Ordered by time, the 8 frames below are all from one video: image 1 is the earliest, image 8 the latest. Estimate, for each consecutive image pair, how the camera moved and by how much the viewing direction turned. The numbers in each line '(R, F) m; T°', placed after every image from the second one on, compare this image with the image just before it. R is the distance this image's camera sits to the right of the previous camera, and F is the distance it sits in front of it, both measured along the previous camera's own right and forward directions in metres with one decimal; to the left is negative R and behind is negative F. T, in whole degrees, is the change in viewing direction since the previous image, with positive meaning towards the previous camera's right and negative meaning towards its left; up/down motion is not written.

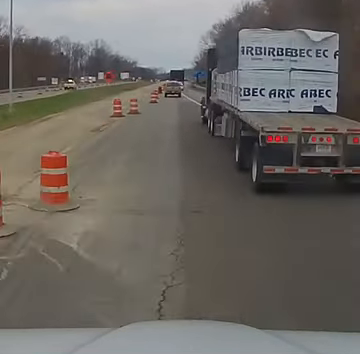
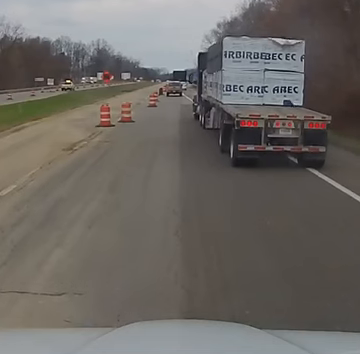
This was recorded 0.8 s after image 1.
(-0.1, +6.7) m; -1°
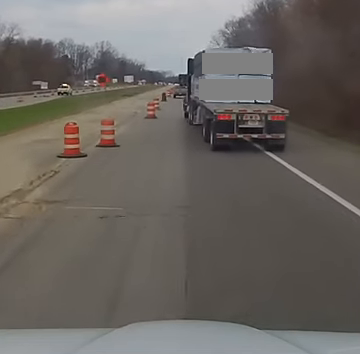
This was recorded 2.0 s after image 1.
(-0.2, +9.7) m; 0°
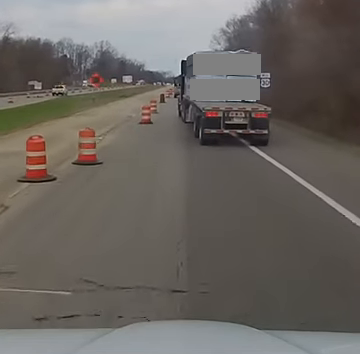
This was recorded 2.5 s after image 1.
(0.0, +4.4) m; +1°
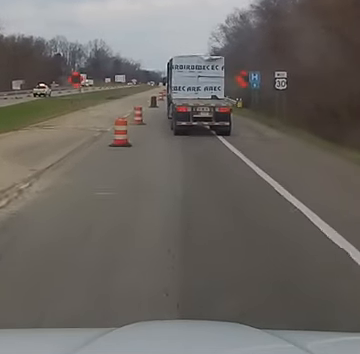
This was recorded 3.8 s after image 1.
(+0.2, +11.0) m; +1°
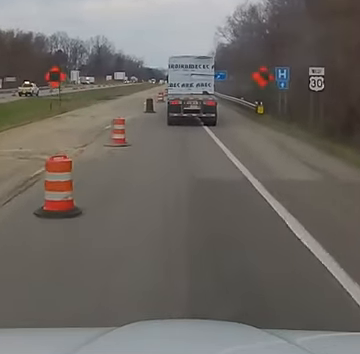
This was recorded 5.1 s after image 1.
(0.0, +11.5) m; 0°
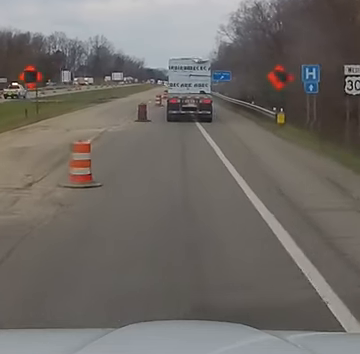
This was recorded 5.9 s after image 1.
(0.0, +8.0) m; 0°
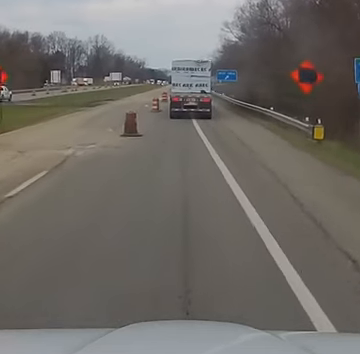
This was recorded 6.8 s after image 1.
(0.0, +8.5) m; 0°
